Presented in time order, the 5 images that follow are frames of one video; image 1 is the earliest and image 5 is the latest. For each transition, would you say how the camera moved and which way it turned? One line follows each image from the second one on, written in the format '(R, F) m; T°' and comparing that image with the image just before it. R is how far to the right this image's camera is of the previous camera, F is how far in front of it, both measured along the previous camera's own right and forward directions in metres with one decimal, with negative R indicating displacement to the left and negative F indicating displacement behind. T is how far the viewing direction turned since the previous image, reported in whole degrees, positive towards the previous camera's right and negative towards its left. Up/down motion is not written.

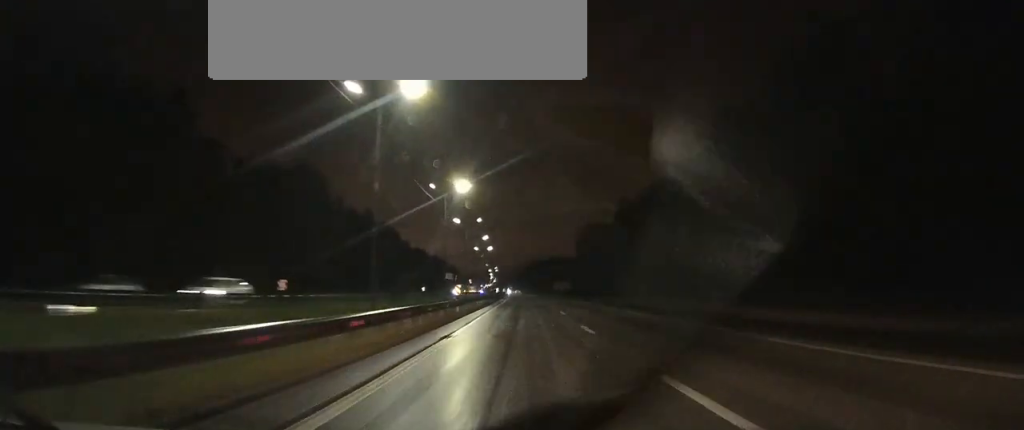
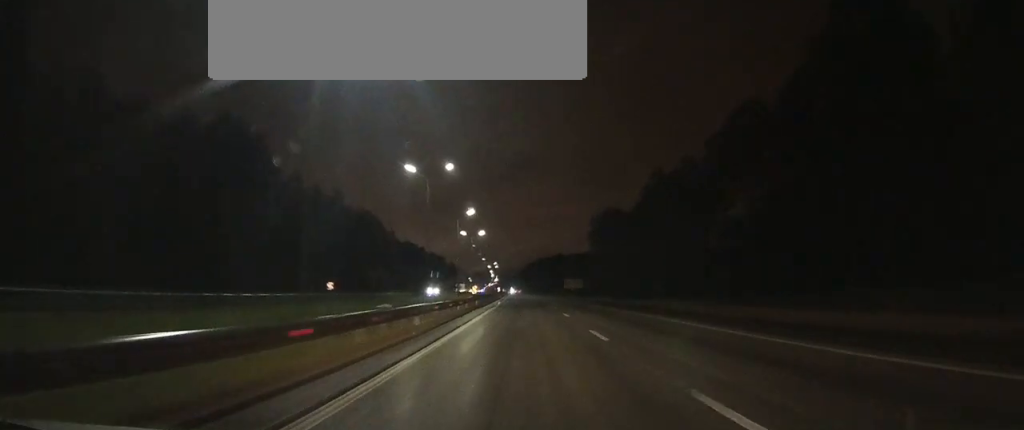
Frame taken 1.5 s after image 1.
(-0.1, +41.2) m; 0°
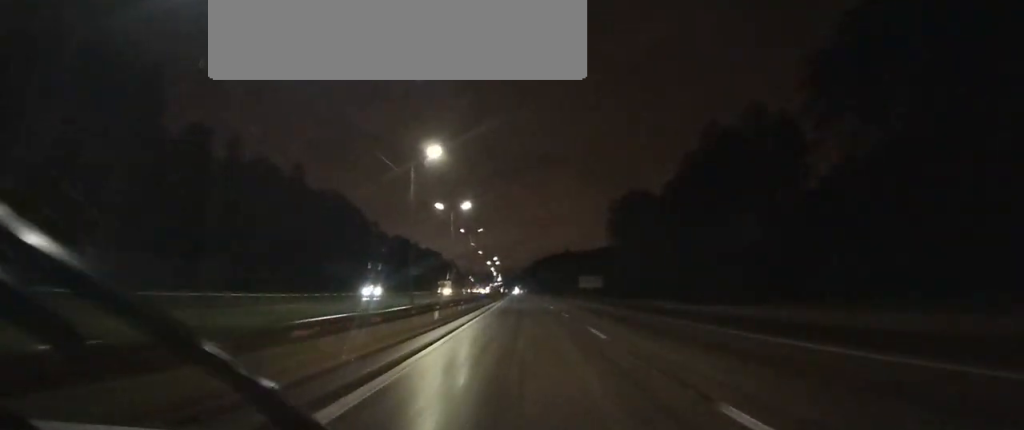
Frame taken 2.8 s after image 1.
(-0.1, +36.0) m; 0°
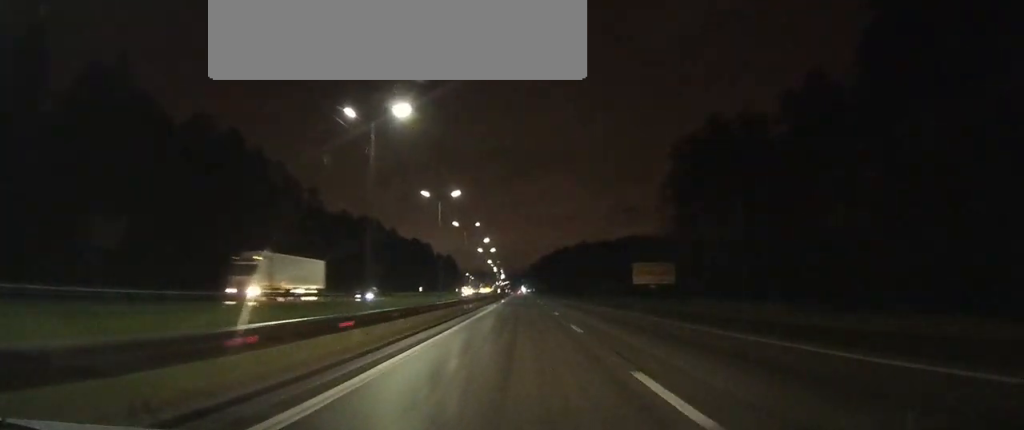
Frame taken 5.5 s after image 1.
(-0.4, +63.4) m; -1°
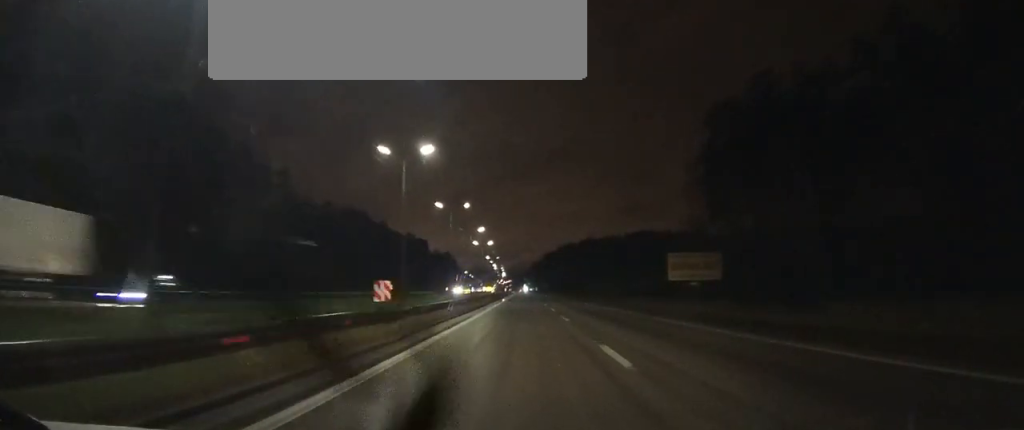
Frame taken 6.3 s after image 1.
(0.0, +17.1) m; 0°
